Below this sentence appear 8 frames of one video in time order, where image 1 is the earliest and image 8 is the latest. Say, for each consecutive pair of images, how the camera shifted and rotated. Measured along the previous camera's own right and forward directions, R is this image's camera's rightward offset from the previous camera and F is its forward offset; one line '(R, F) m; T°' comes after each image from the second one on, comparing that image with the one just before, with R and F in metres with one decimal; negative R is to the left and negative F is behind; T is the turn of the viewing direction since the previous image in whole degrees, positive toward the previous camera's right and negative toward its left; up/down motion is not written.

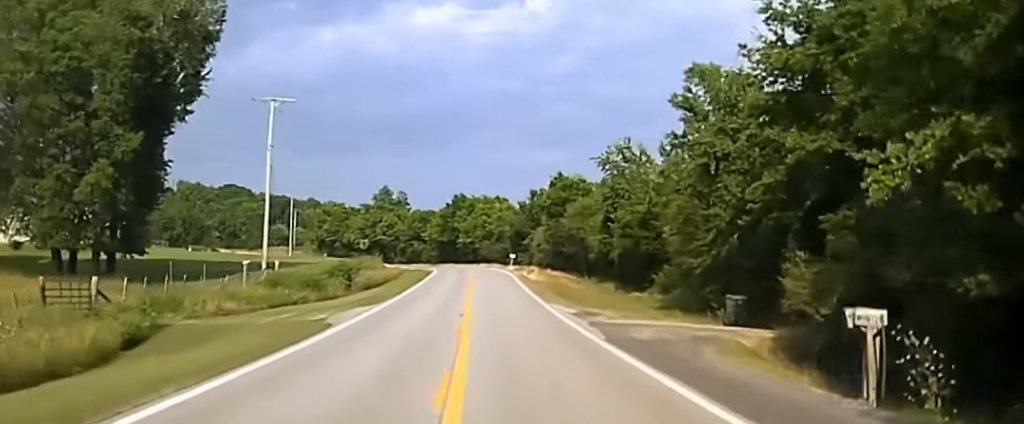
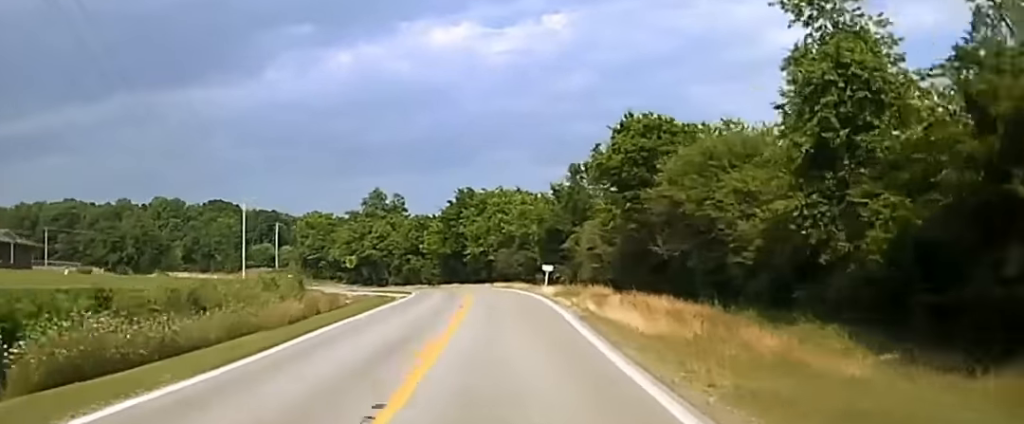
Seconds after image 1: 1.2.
(-0.3, +43.2) m; -1°
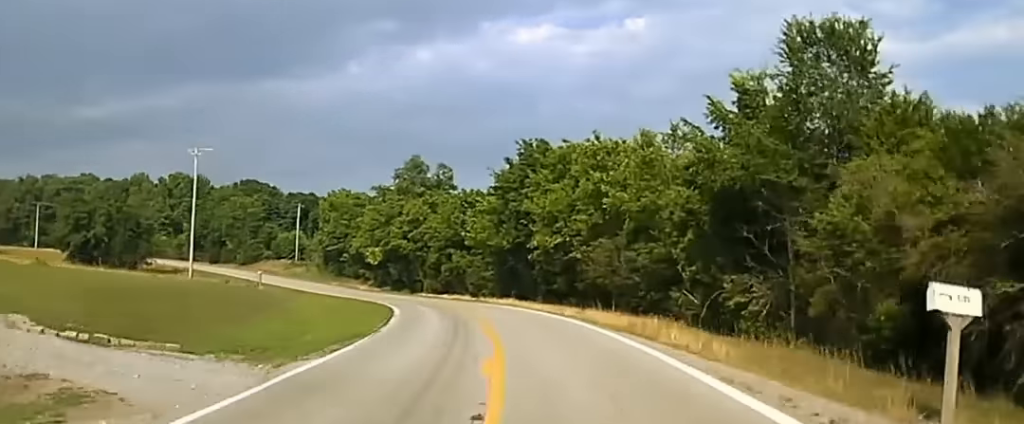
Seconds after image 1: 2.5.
(-1.2, +50.6) m; -4°
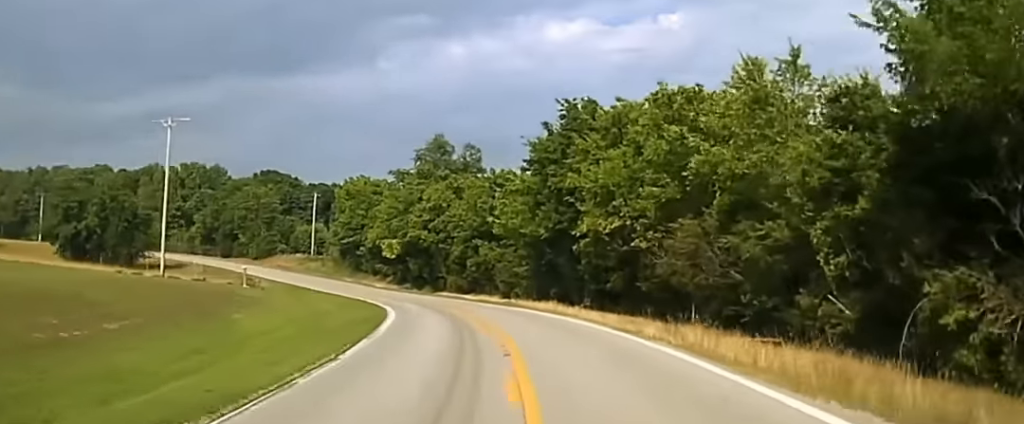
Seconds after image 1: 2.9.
(-0.3, +16.8) m; -2°
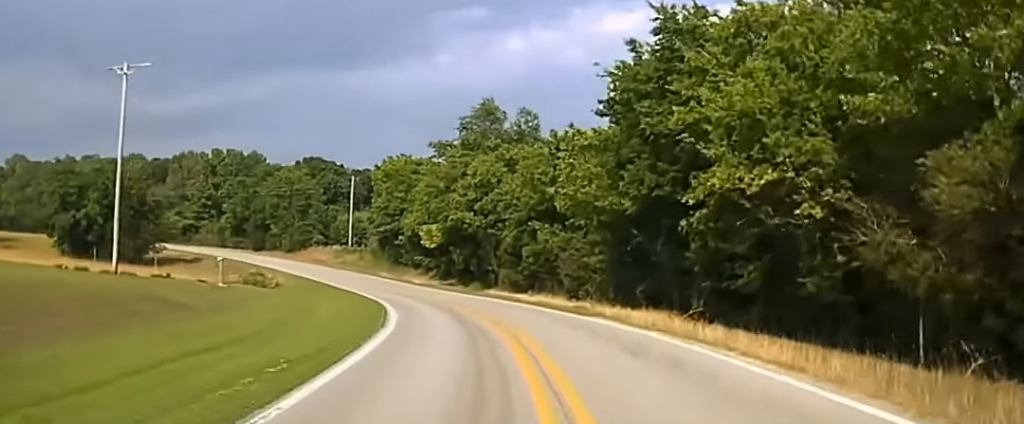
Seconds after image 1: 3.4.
(-0.1, +17.9) m; -2°
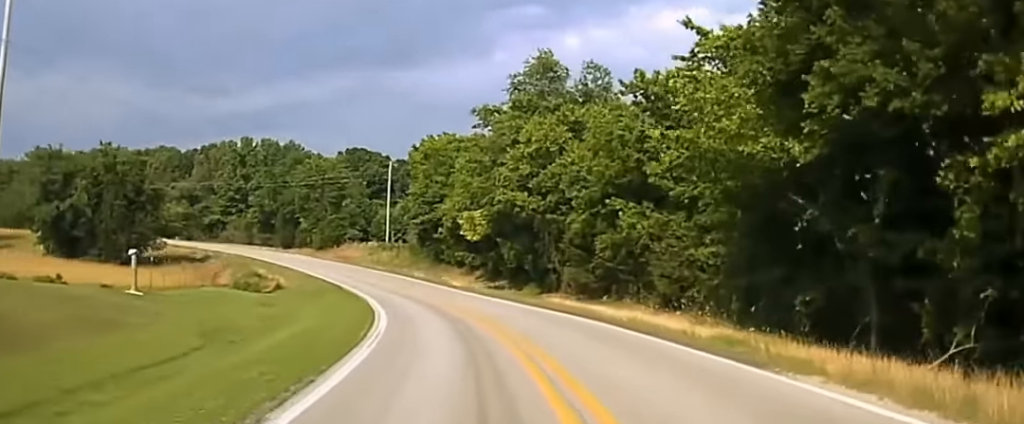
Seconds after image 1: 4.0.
(-0.7, +22.4) m; -4°
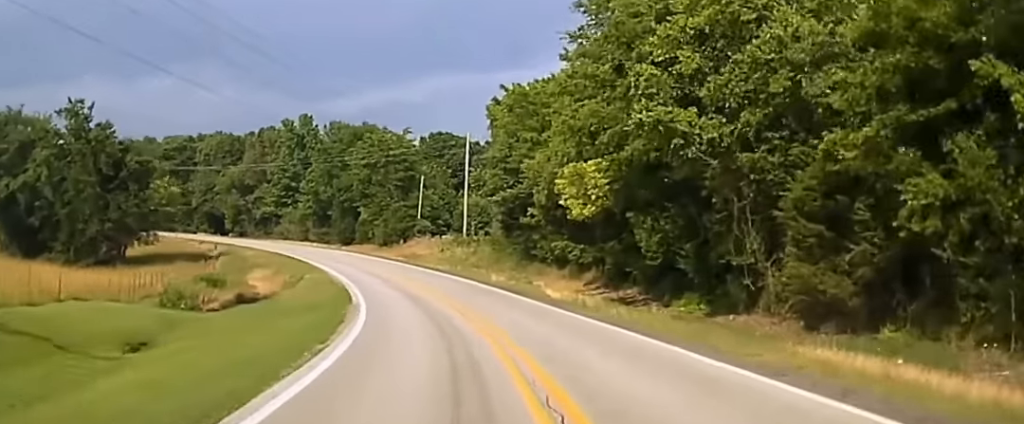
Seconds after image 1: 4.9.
(-2.0, +31.8) m; -6°
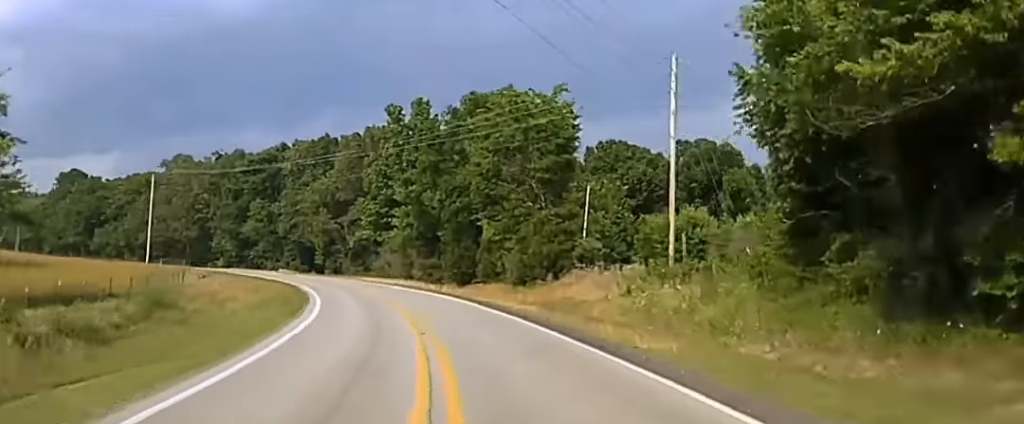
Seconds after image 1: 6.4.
(-3.1, +48.9) m; -8°
